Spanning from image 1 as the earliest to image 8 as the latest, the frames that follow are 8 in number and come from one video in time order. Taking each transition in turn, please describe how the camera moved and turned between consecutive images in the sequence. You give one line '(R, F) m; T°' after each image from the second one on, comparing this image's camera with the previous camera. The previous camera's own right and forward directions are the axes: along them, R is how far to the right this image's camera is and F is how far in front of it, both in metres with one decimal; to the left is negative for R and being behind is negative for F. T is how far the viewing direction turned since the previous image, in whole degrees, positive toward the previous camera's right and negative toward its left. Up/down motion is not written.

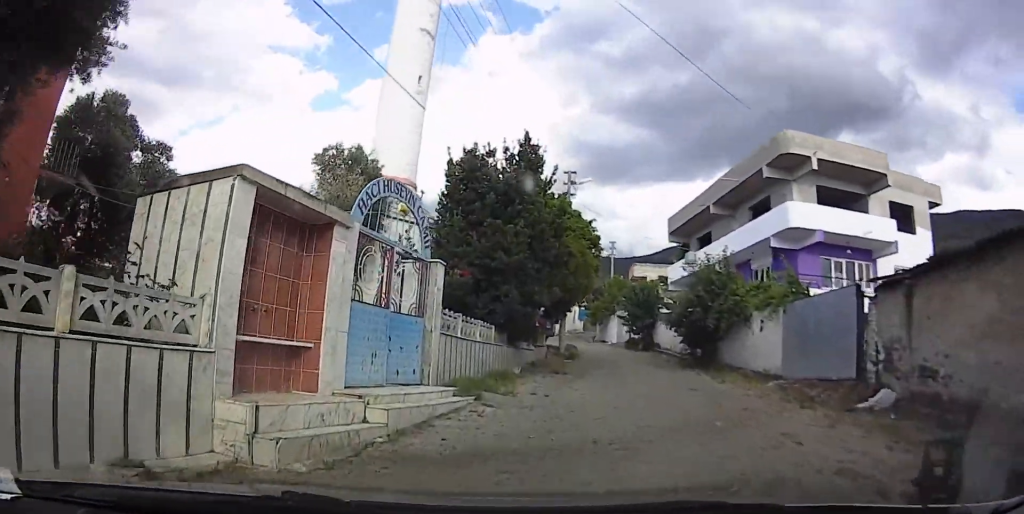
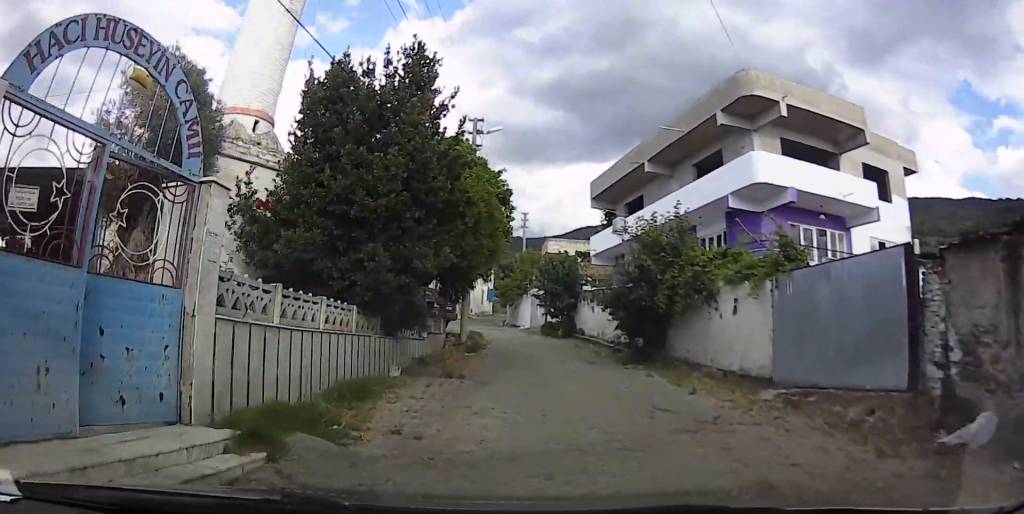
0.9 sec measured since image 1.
(+0.9, +4.2) m; +20°
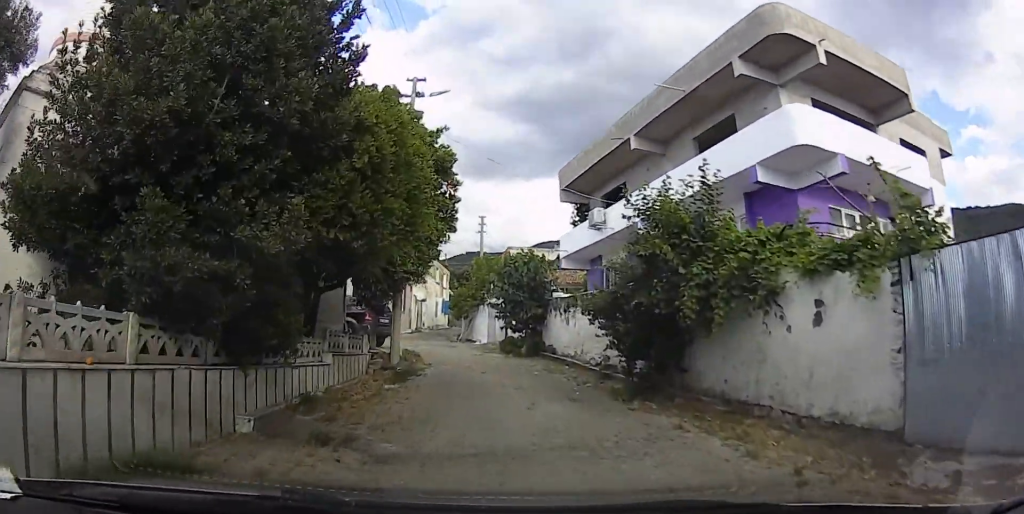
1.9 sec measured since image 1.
(+0.8, +4.7) m; +6°
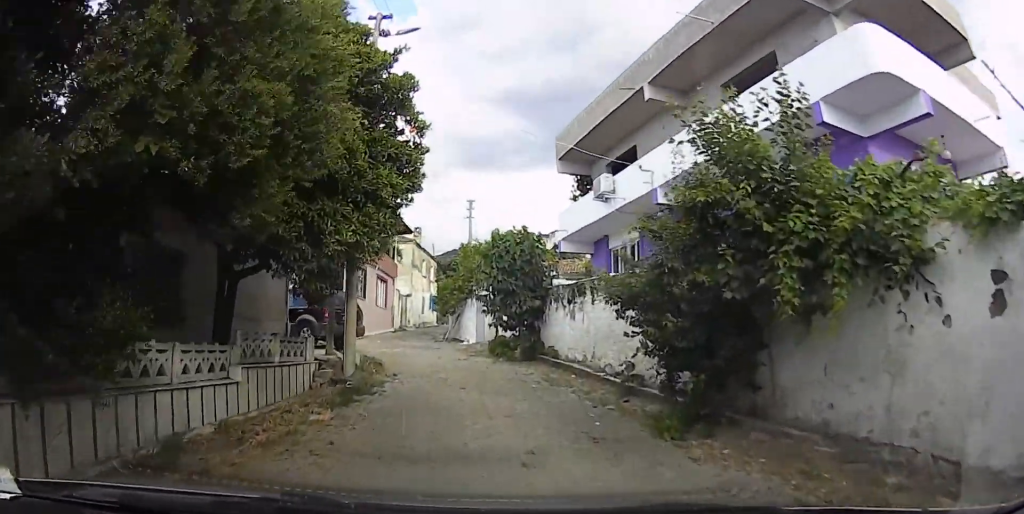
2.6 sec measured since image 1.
(-0.1, +3.3) m; 0°
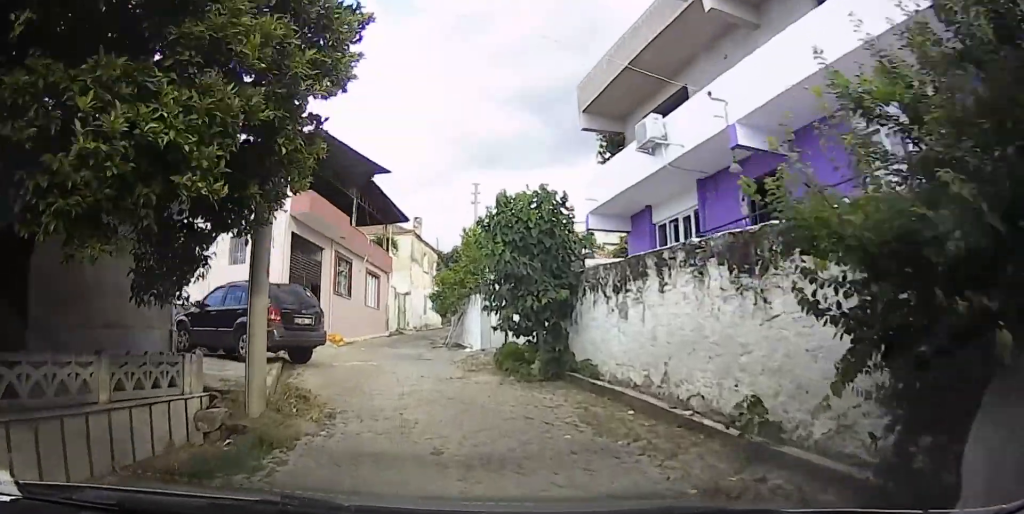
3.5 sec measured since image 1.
(-0.2, +4.5) m; -1°
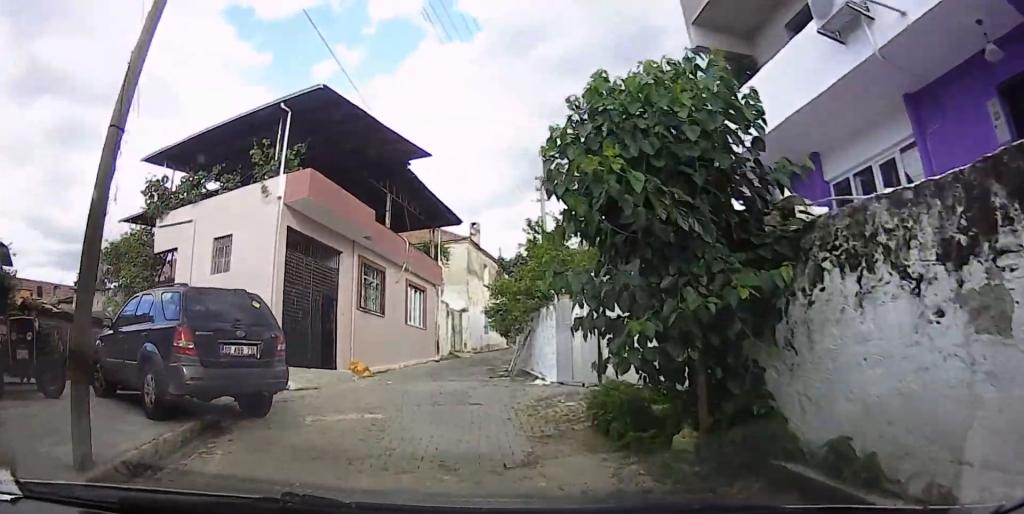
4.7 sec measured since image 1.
(0.0, +6.0) m; -7°
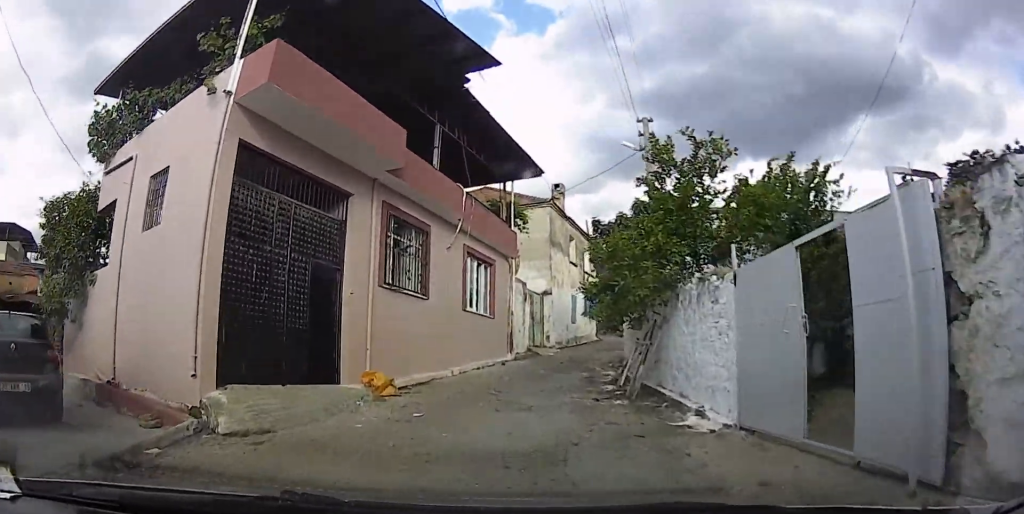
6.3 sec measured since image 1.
(-0.6, +7.4) m; -3°
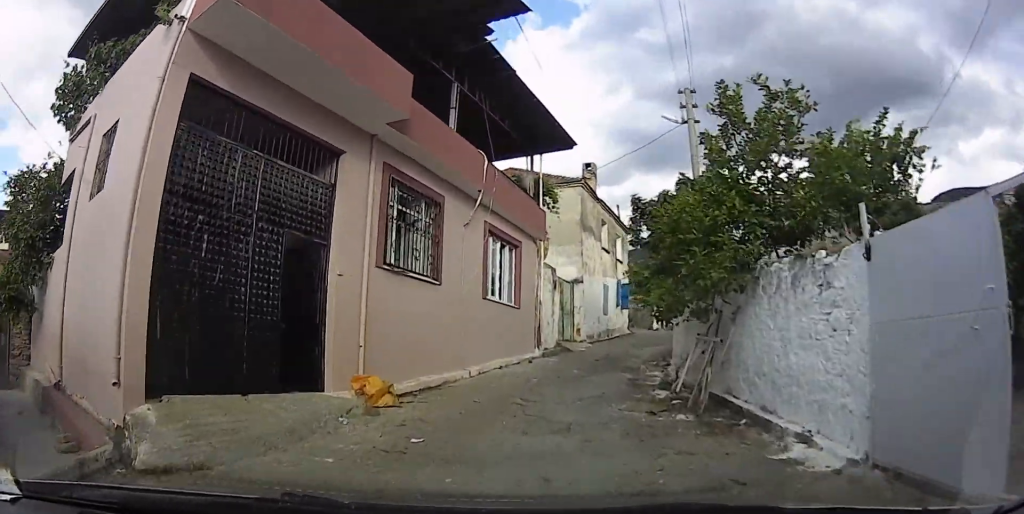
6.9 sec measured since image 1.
(0.0, +2.2) m; +7°
